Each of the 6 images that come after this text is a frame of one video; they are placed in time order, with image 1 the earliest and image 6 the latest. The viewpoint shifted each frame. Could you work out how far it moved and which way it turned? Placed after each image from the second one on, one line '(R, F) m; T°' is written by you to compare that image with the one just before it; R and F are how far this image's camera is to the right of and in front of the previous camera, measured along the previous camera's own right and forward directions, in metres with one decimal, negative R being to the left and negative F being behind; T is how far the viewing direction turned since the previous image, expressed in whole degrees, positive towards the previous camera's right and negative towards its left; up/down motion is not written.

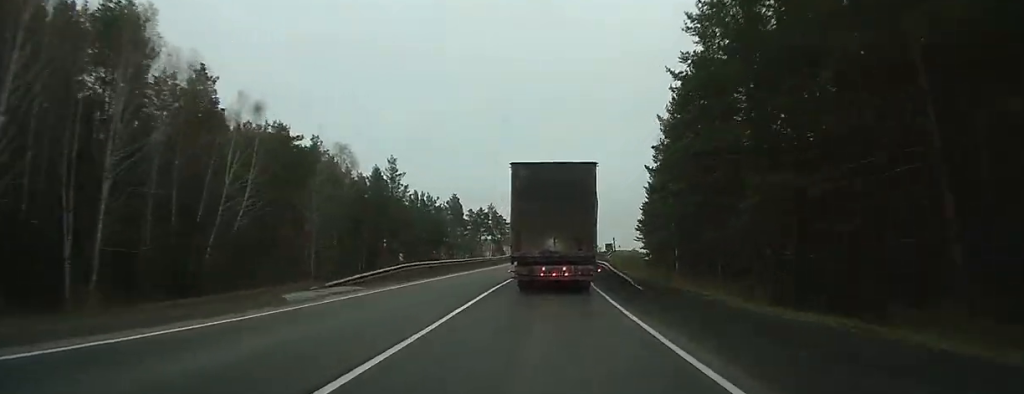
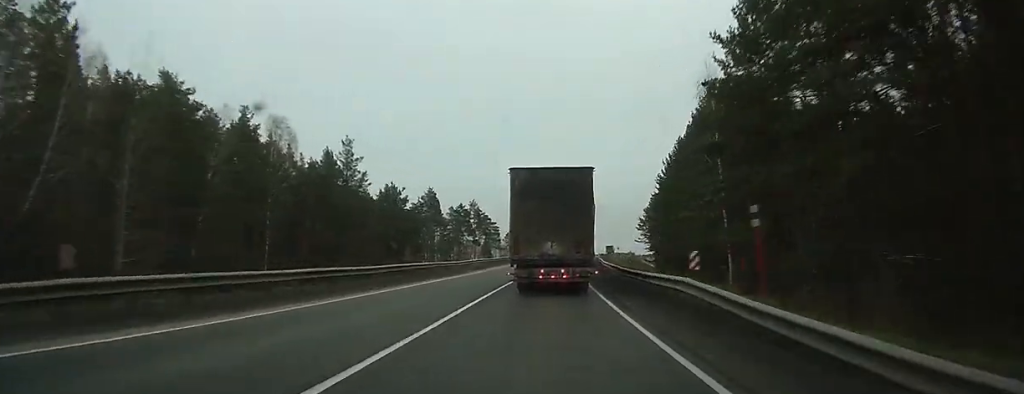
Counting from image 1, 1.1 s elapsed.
(+0.1, +22.6) m; +1°
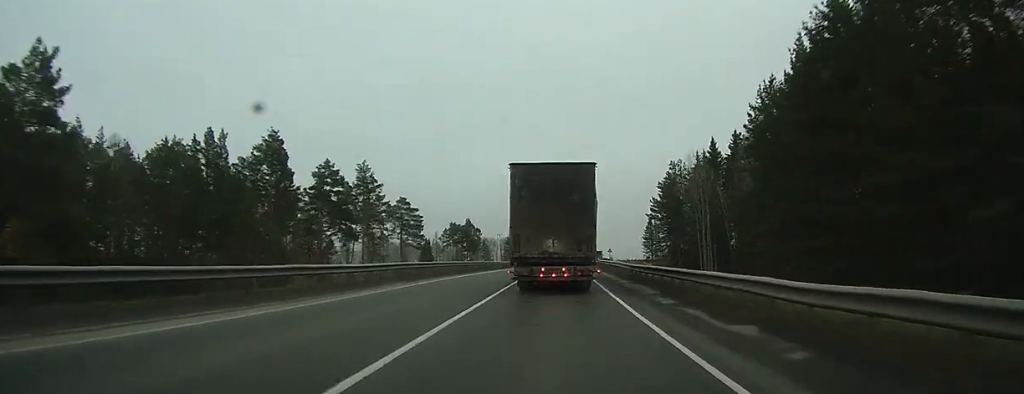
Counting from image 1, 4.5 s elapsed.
(+2.4, +71.8) m; +3°
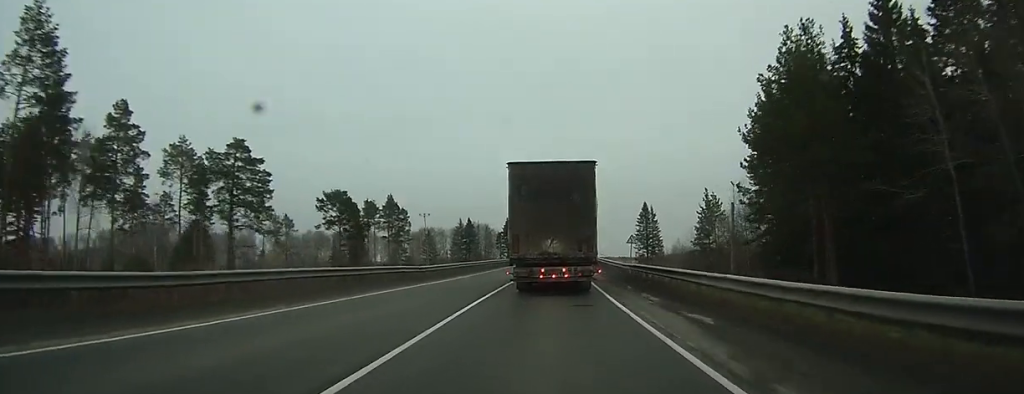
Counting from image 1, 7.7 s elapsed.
(+0.3, +62.8) m; +2°
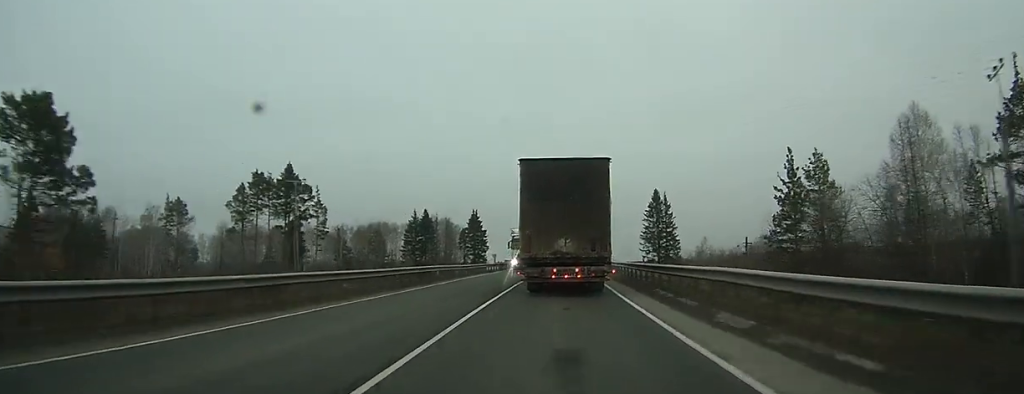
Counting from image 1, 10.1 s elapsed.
(+2.1, +46.7) m; +3°
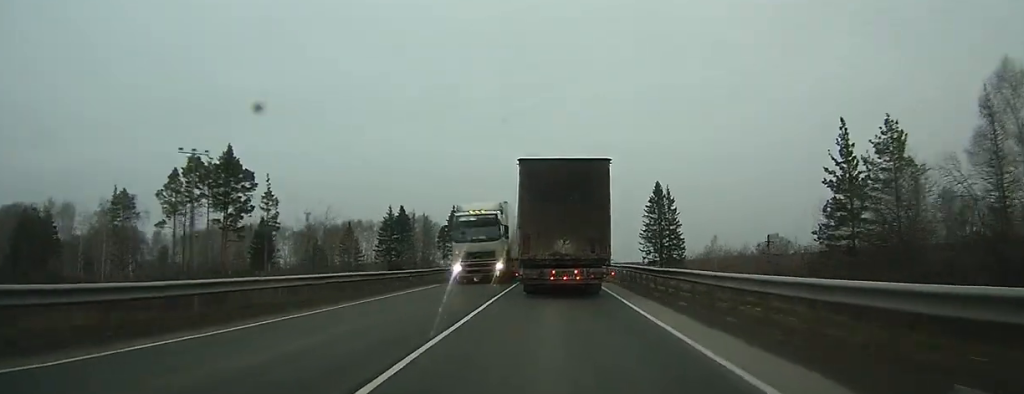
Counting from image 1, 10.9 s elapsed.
(+0.1, +15.3) m; +1°
